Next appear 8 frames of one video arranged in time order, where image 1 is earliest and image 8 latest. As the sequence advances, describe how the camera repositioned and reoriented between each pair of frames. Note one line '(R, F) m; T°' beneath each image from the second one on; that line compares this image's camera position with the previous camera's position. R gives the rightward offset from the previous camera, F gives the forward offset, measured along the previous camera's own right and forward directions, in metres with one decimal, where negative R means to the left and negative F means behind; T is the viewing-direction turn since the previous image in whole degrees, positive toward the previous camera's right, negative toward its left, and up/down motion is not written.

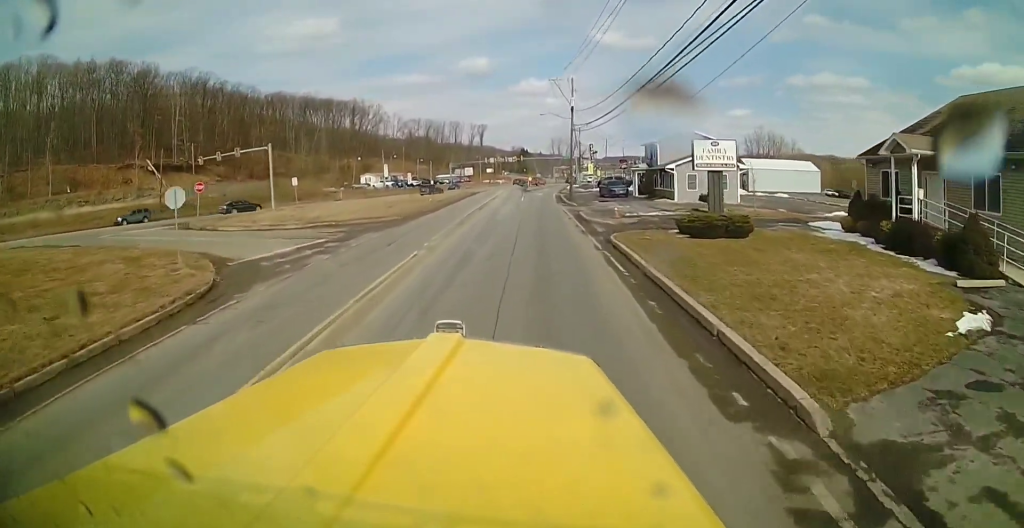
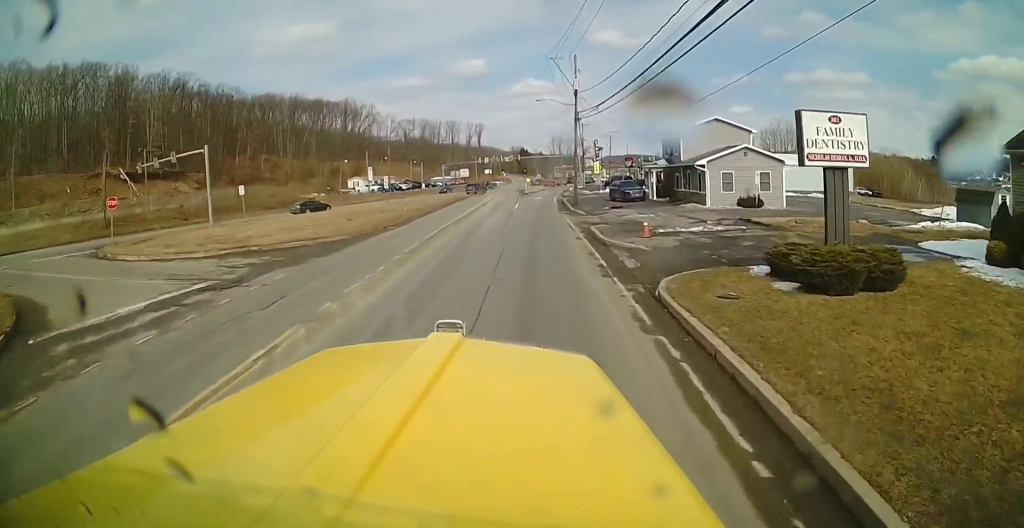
(-0.2, +10.2) m; 0°
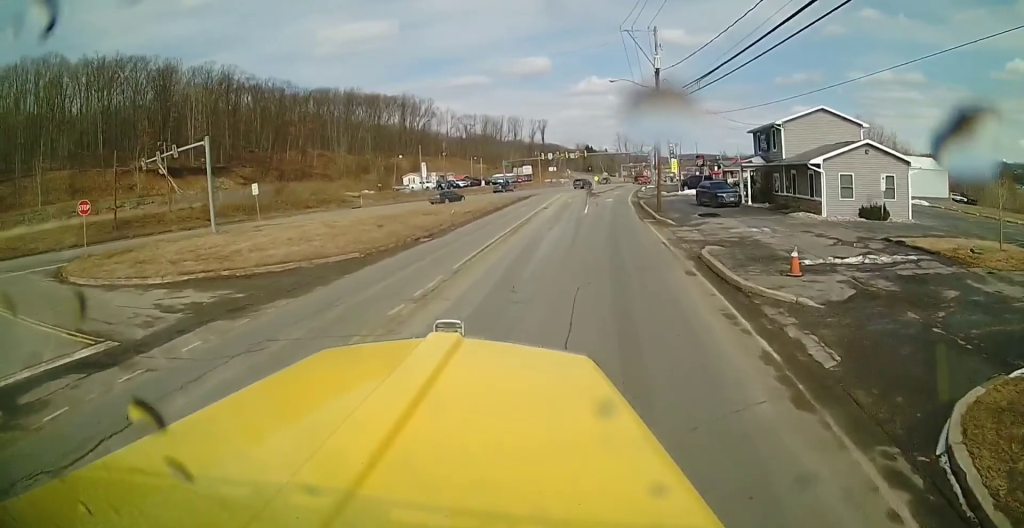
(0.0, +7.9) m; -4°
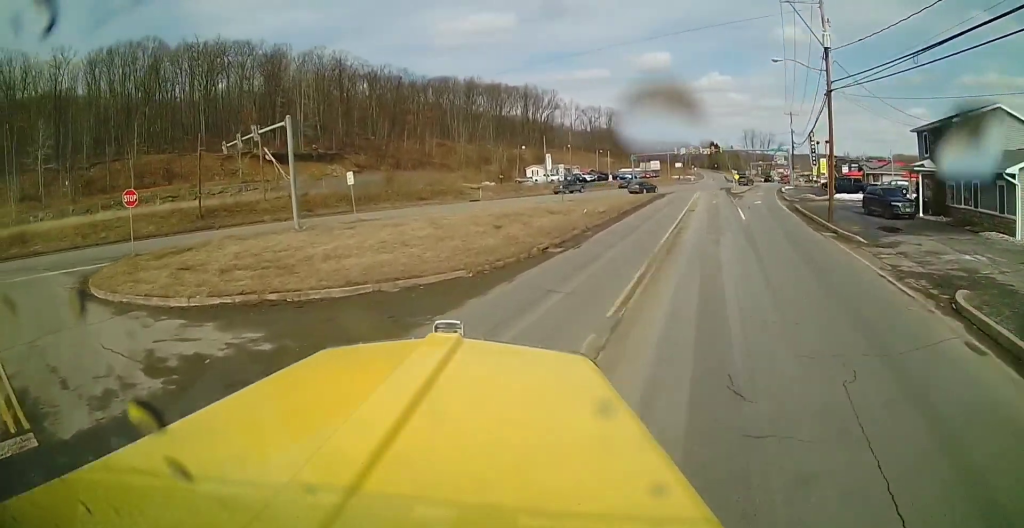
(-0.5, +6.2) m; -13°
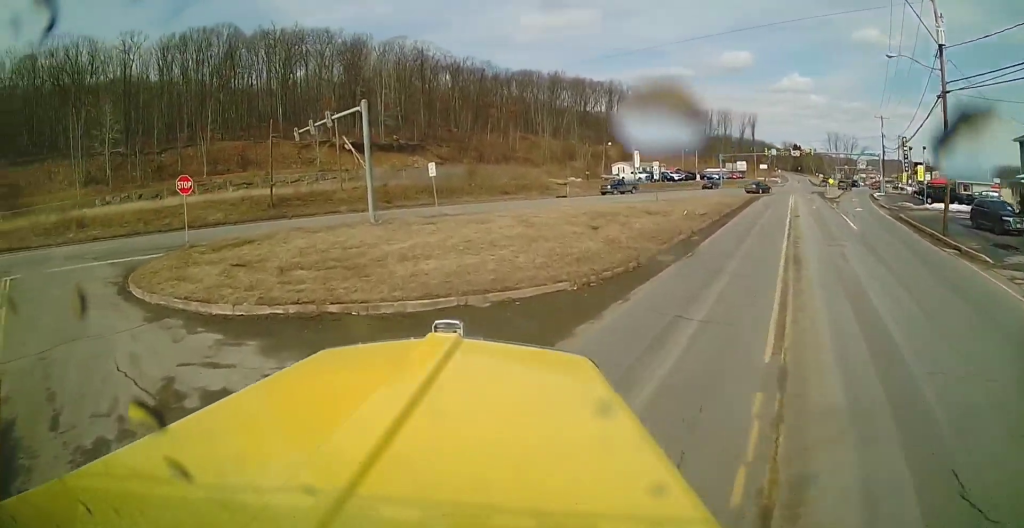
(+0.1, +2.7) m; -7°
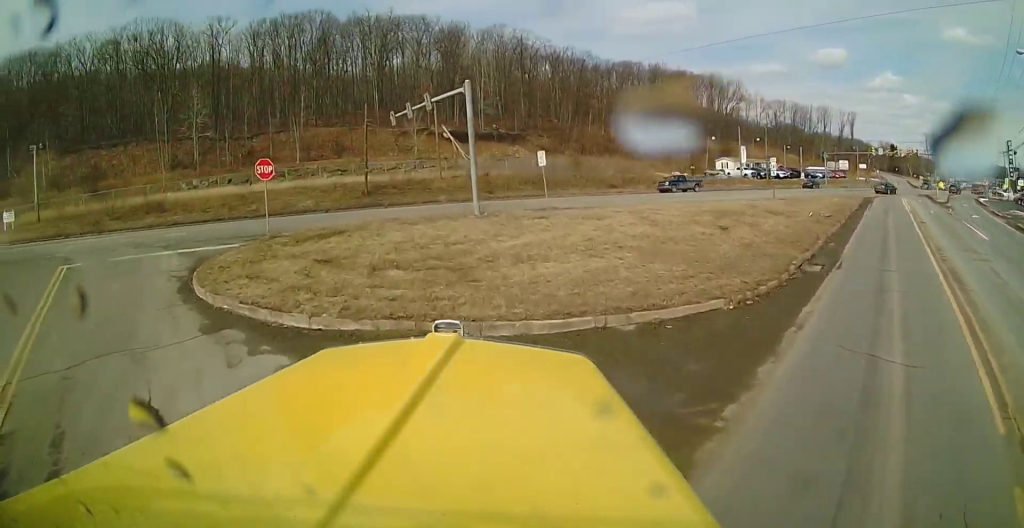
(-0.5, +2.6) m; -3°
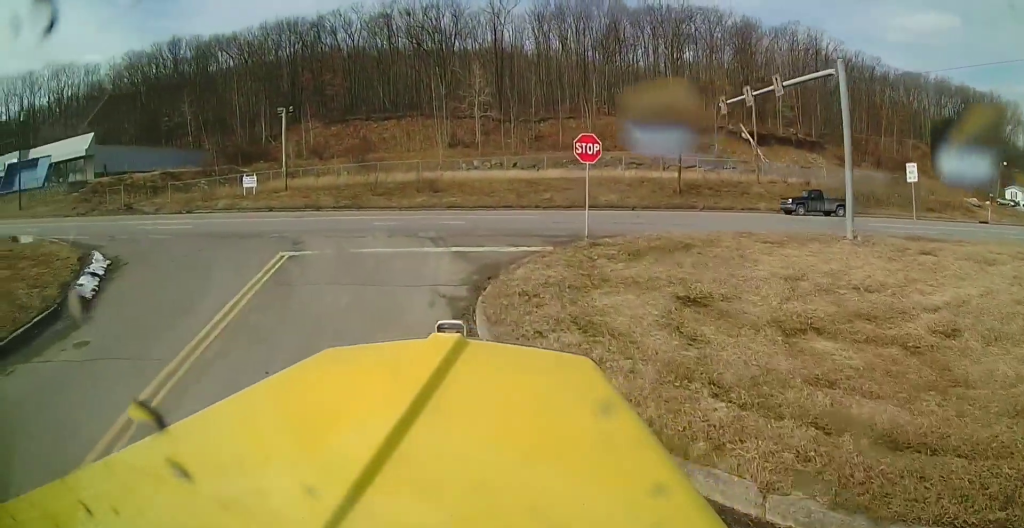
(-0.3, +6.7) m; -13°
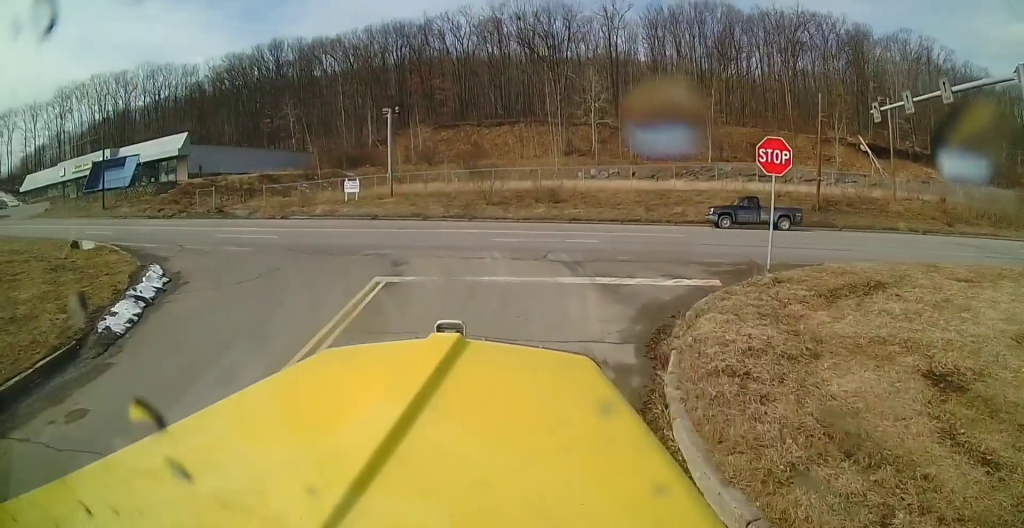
(-0.7, +3.6) m; -23°
